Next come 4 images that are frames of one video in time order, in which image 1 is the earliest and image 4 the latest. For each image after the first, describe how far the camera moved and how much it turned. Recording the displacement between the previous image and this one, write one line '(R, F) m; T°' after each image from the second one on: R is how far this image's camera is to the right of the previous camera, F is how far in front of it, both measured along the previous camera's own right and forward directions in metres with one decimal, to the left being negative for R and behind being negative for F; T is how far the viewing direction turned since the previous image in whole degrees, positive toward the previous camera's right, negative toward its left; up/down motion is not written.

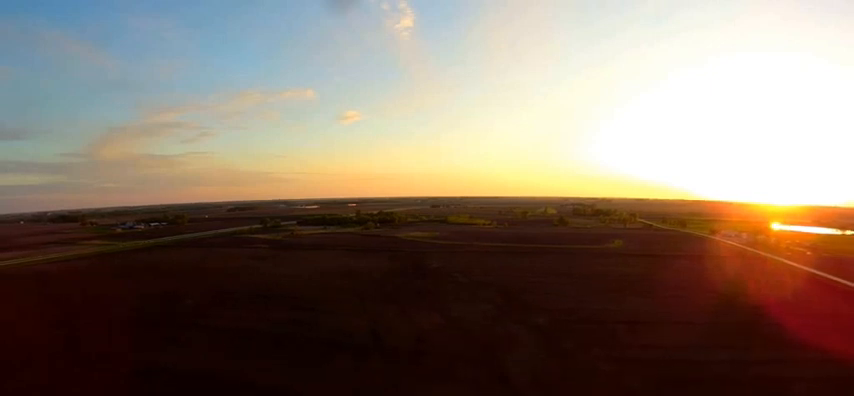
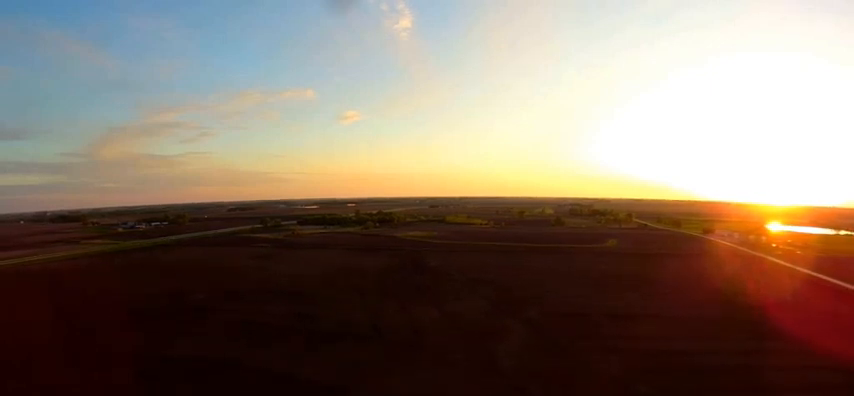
(-0.2, +12.8) m; -1°
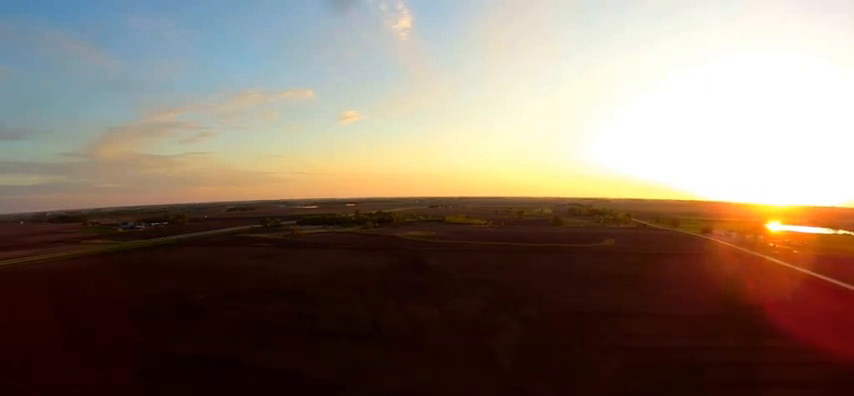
(0.0, +3.6) m; 0°
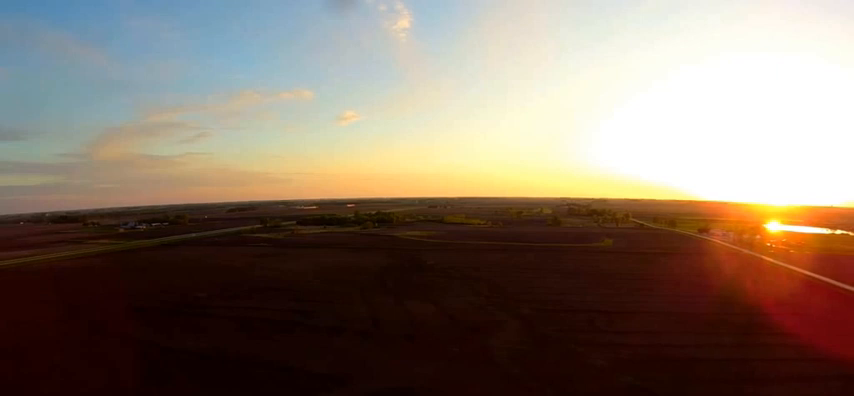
(0.0, +5.1) m; -2°
